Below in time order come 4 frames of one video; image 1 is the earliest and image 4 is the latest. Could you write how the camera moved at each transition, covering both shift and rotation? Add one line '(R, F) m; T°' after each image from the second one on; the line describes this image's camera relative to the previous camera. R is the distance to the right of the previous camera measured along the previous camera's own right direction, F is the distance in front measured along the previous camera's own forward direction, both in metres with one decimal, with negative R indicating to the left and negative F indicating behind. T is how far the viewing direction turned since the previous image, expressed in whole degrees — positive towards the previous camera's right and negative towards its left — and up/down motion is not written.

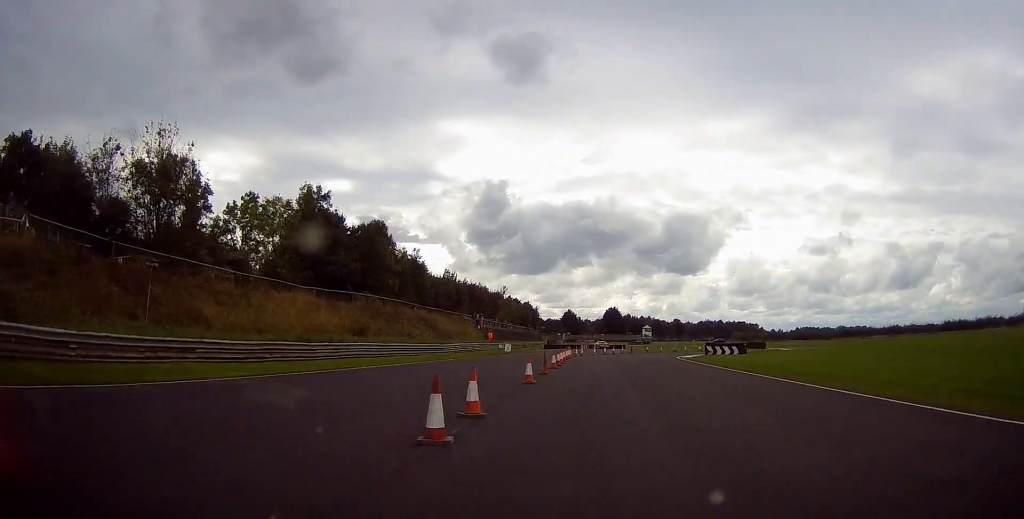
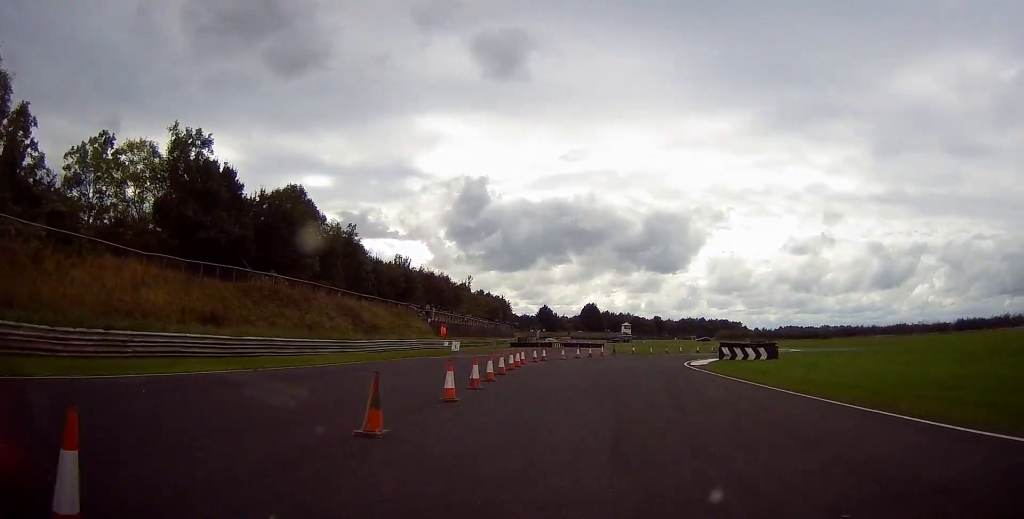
(-0.4, +14.6) m; +1°
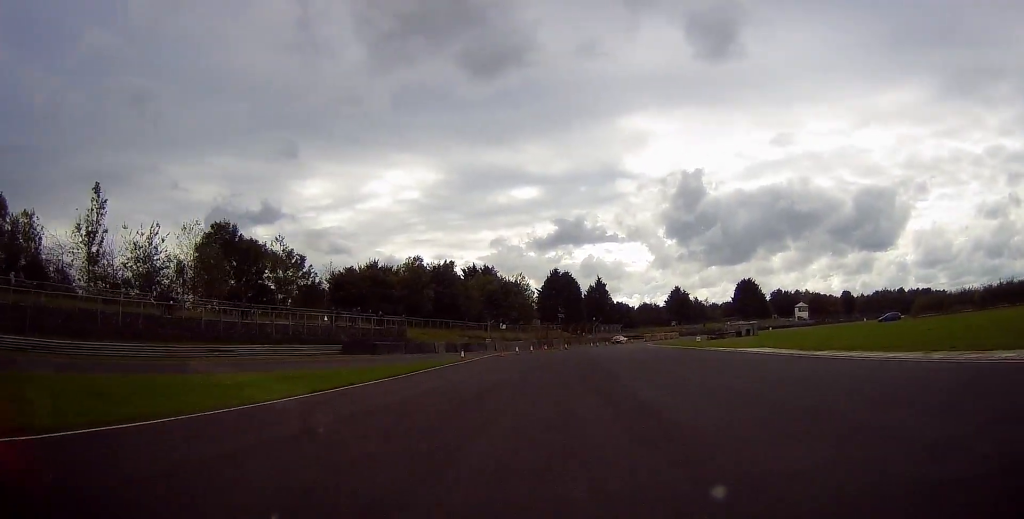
(+20.3, +102.7) m; -15°
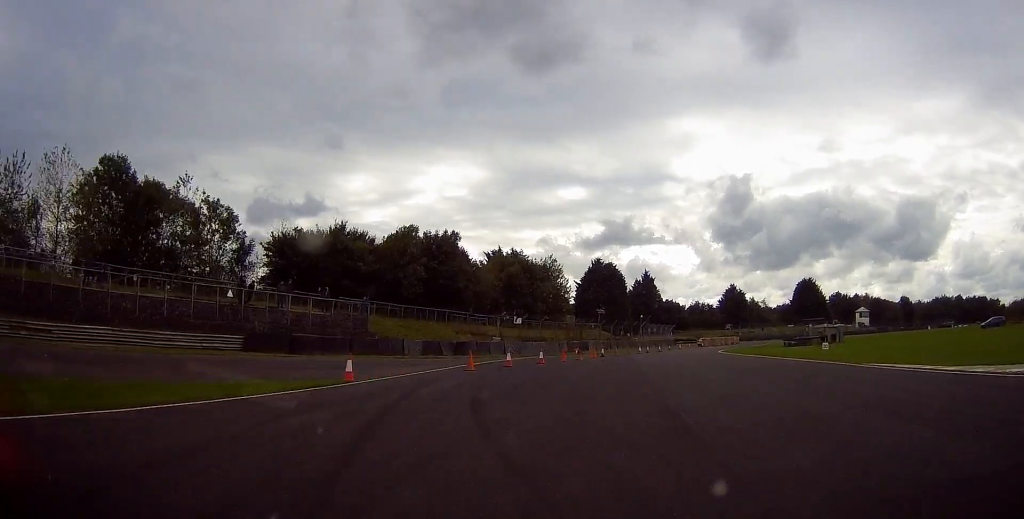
(-2.4, +22.6) m; -6°
